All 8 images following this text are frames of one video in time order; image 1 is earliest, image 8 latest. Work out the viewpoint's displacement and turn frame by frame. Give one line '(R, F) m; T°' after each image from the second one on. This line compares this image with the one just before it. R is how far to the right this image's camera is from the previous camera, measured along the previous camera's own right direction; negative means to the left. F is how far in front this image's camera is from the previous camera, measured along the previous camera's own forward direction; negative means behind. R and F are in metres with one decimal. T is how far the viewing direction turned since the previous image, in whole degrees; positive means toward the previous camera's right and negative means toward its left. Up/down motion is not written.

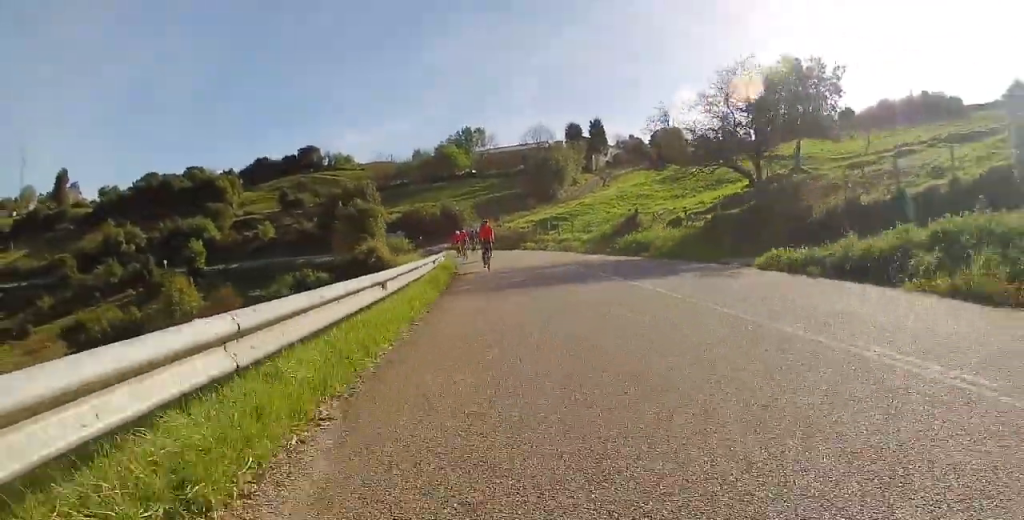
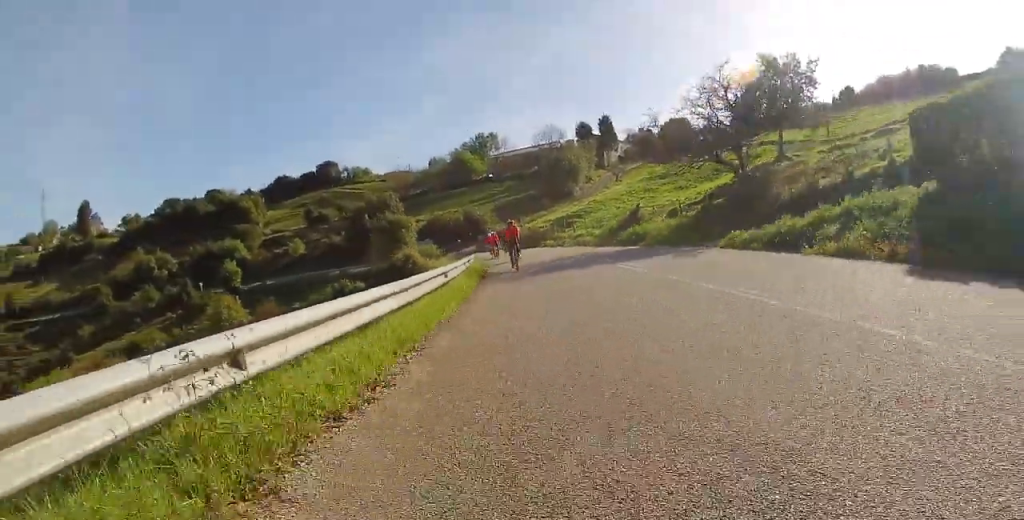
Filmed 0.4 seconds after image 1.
(0.0, +3.5) m; 0°
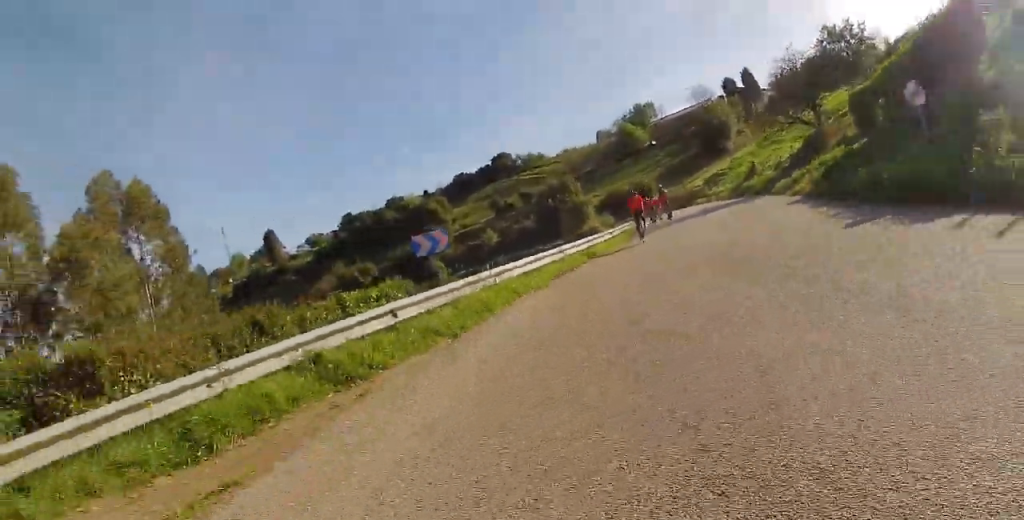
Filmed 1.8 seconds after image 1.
(0.0, +11.6) m; 0°
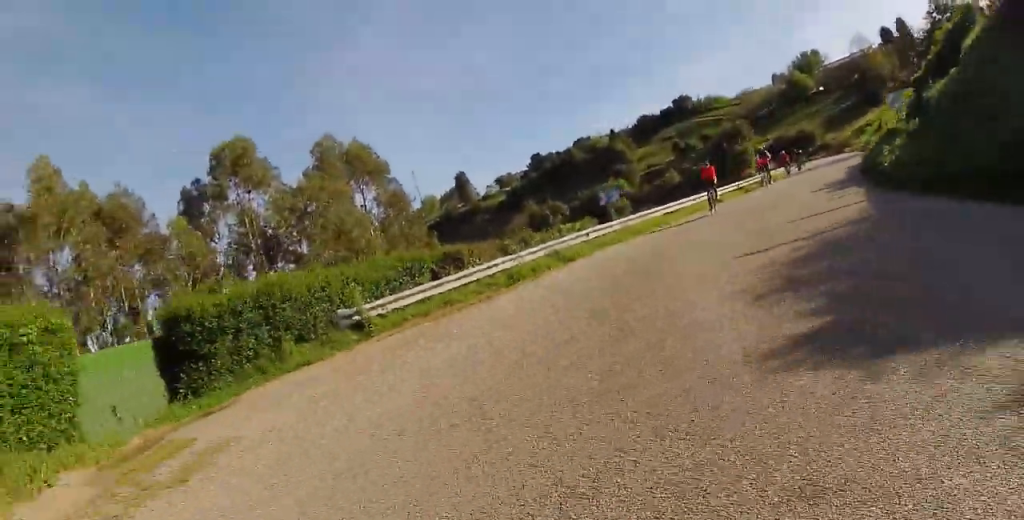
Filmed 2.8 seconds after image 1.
(-0.1, +8.5) m; -7°
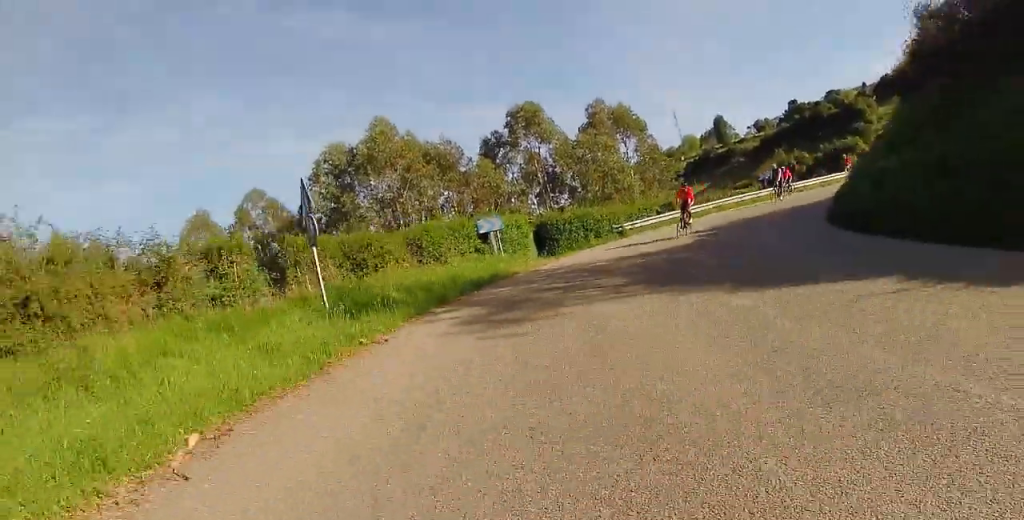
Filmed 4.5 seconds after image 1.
(-5.8, +12.2) m; -47°
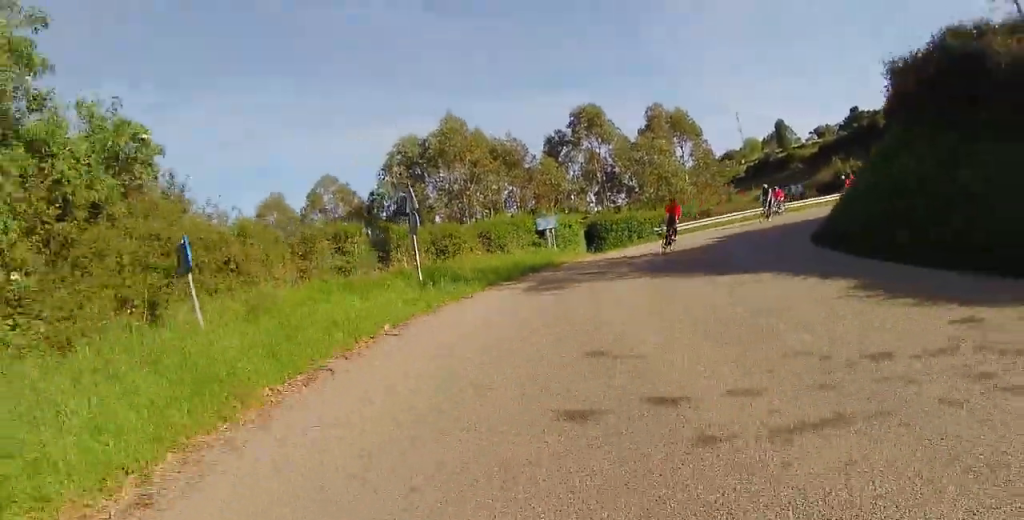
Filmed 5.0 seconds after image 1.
(-0.4, +4.1) m; -6°
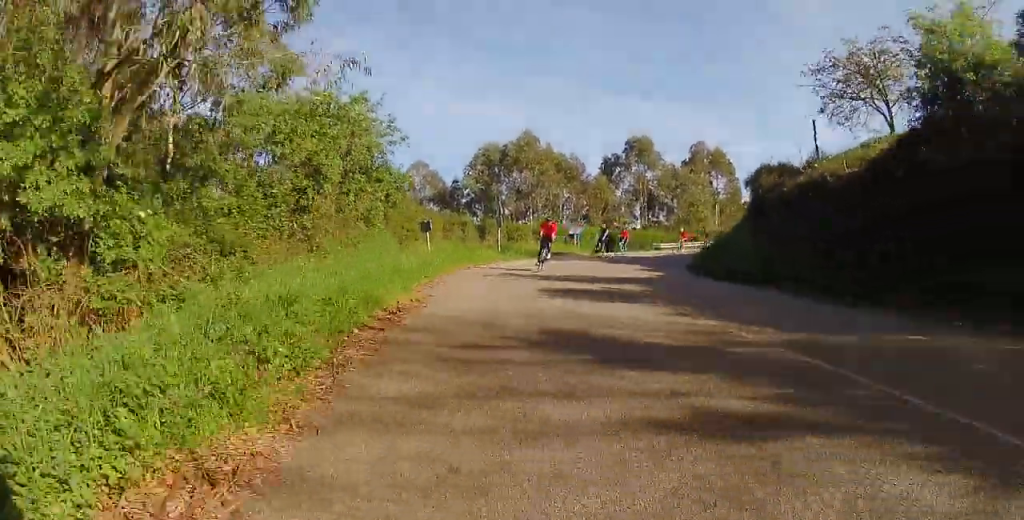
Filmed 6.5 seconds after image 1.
(-0.8, +15.7) m; -3°
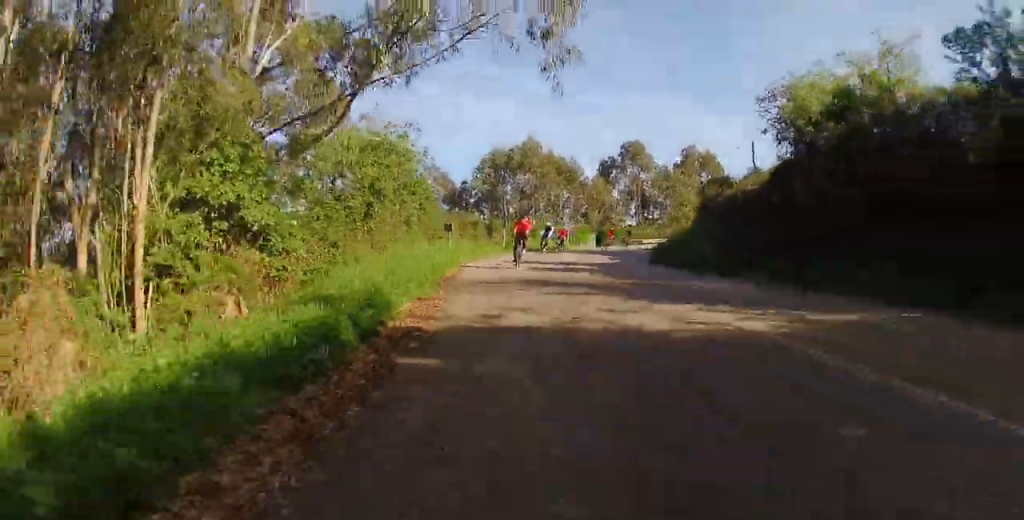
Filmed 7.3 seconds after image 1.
(0.0, +7.4) m; 0°
